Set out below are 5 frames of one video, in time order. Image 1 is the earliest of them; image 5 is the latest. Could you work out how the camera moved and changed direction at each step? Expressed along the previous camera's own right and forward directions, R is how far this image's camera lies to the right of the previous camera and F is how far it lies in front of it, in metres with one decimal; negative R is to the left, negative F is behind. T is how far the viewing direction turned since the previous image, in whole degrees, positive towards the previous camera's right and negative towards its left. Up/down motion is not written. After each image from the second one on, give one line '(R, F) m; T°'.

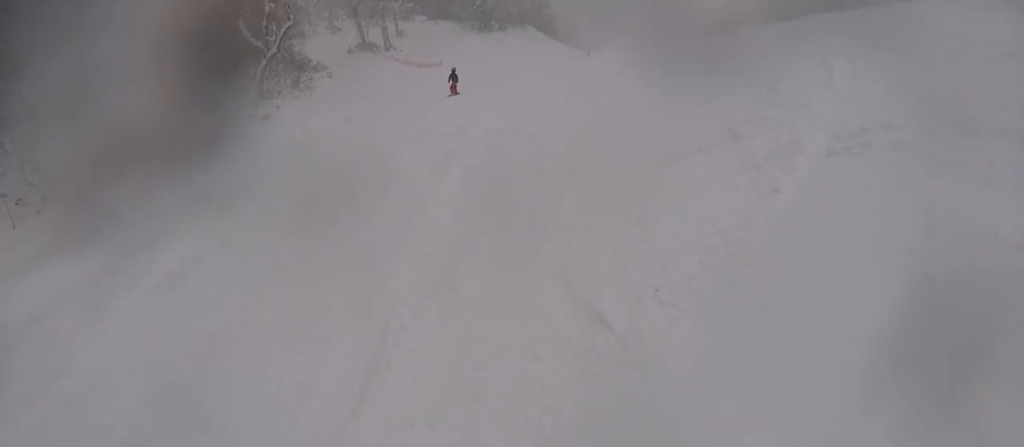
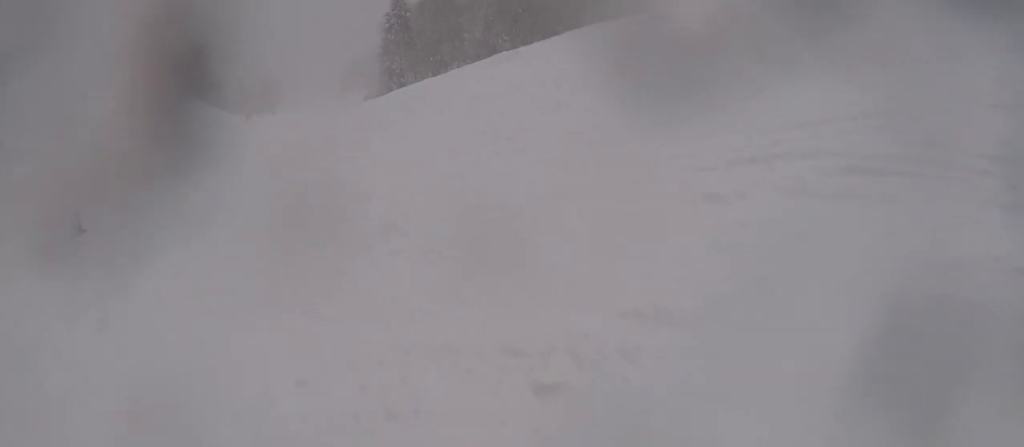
(+0.9, +6.6) m; +11°
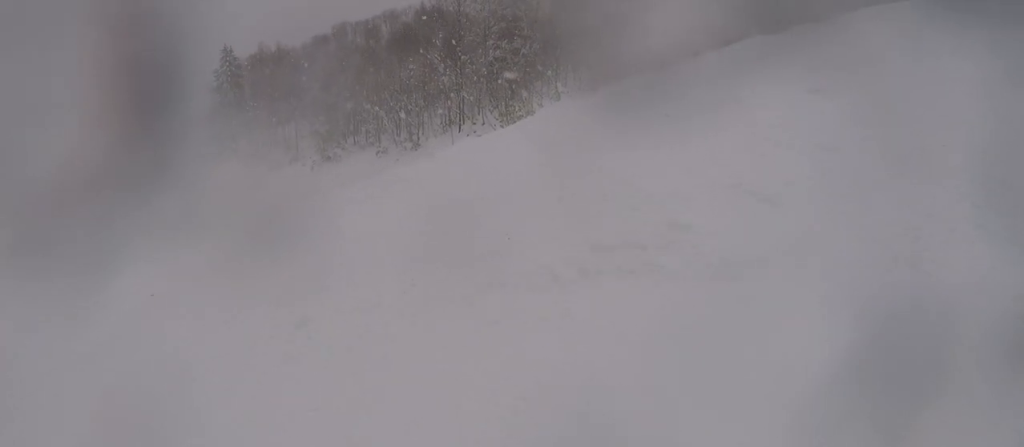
(-0.9, +10.8) m; -20°
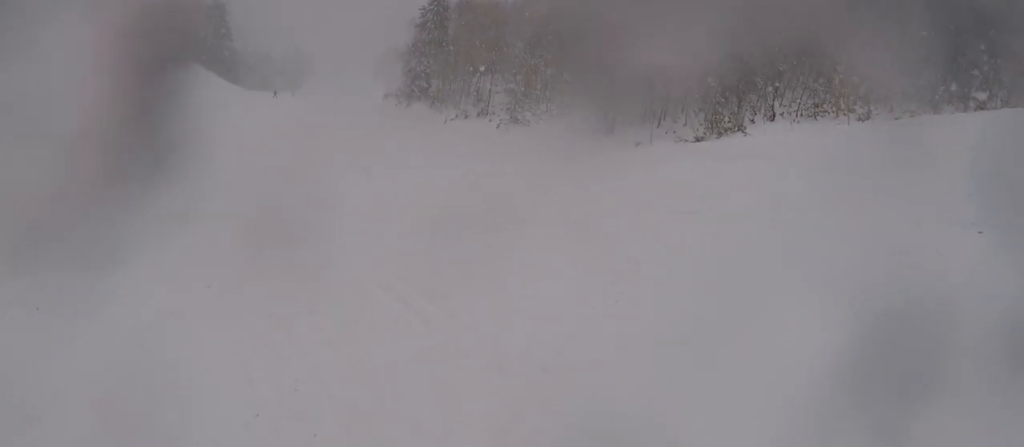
(-0.5, +3.5) m; -14°
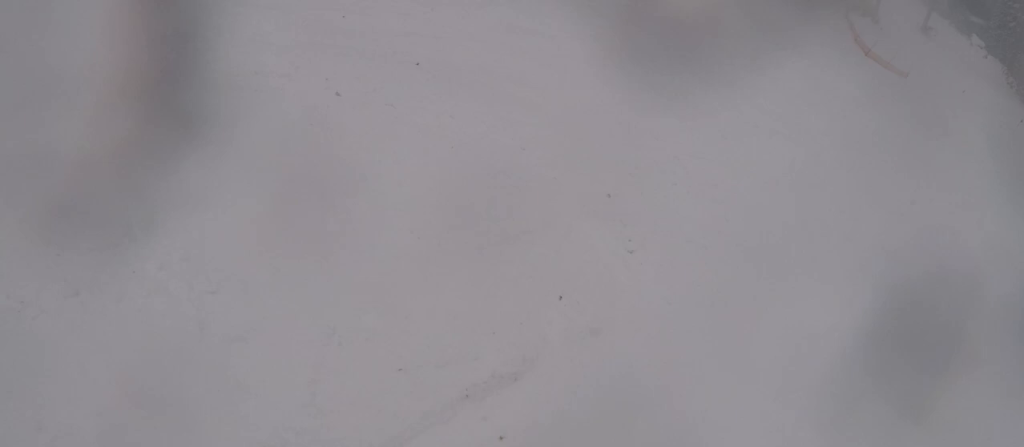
(-5.7, +8.0) m; -62°
